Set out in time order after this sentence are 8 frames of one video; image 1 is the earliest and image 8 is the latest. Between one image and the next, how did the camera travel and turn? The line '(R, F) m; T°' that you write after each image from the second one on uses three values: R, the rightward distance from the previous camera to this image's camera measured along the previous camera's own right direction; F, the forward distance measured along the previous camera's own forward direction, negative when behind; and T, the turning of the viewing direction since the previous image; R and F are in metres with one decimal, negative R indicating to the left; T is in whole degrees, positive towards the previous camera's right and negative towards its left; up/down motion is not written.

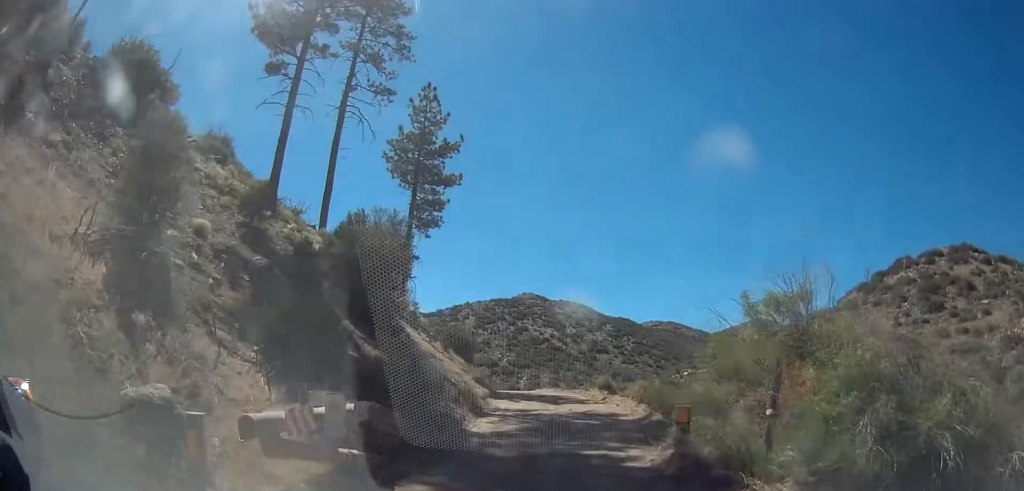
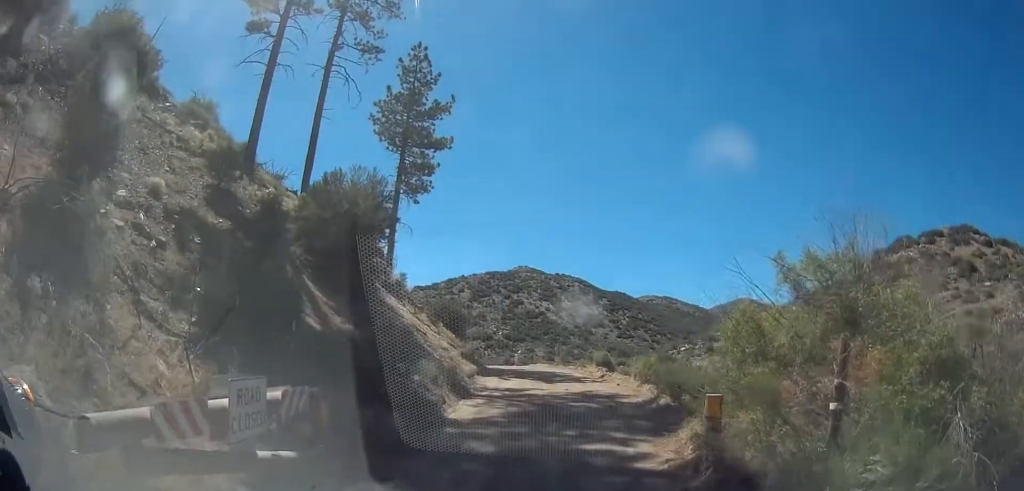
(0.0, +2.3) m; -1°
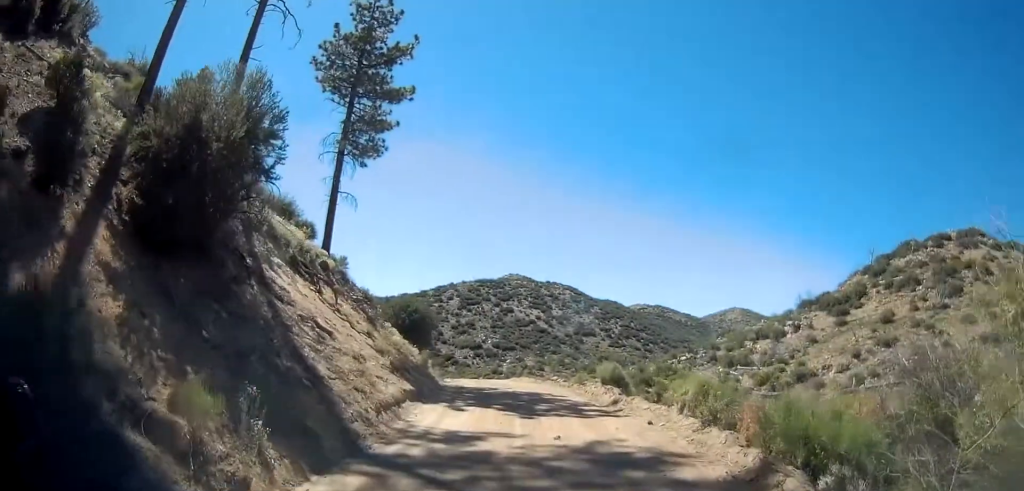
(+0.5, +9.1) m; +4°
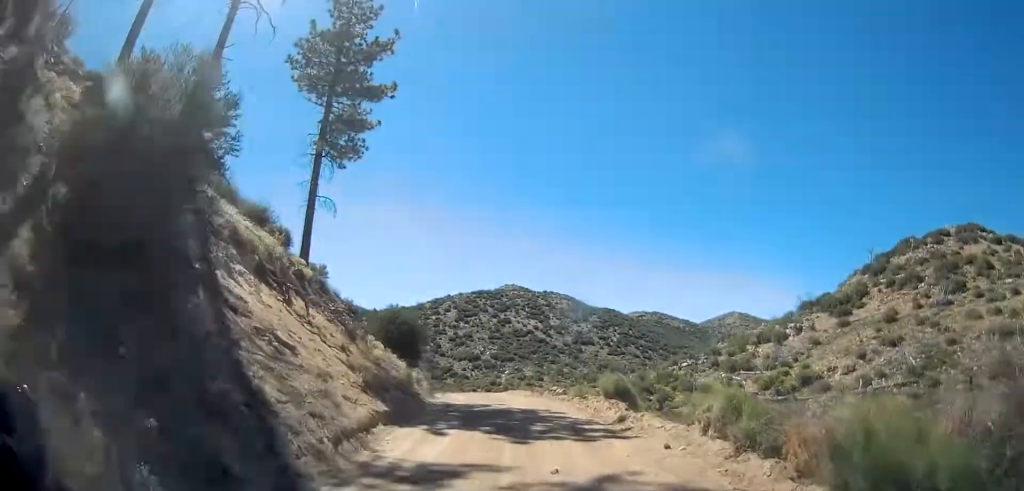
(0.0, +2.0) m; -1°
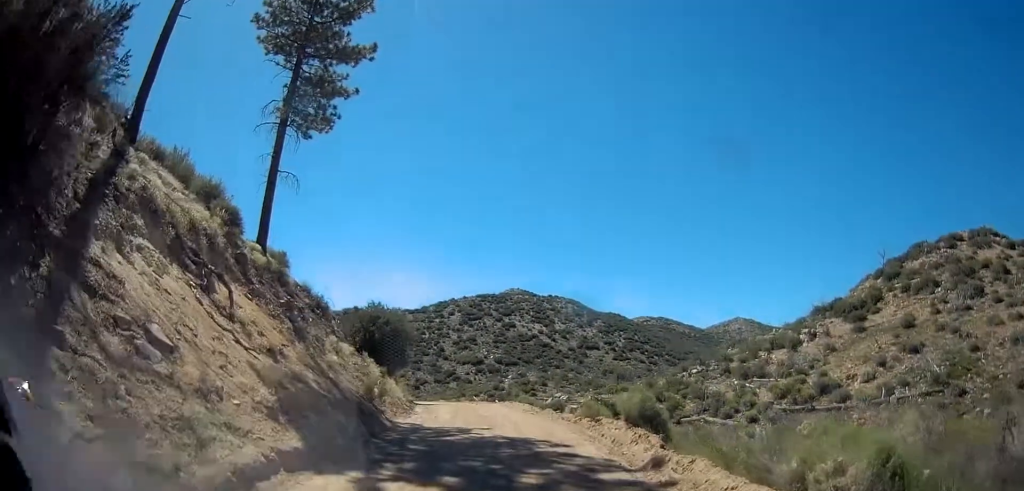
(-0.3, +4.5) m; -3°
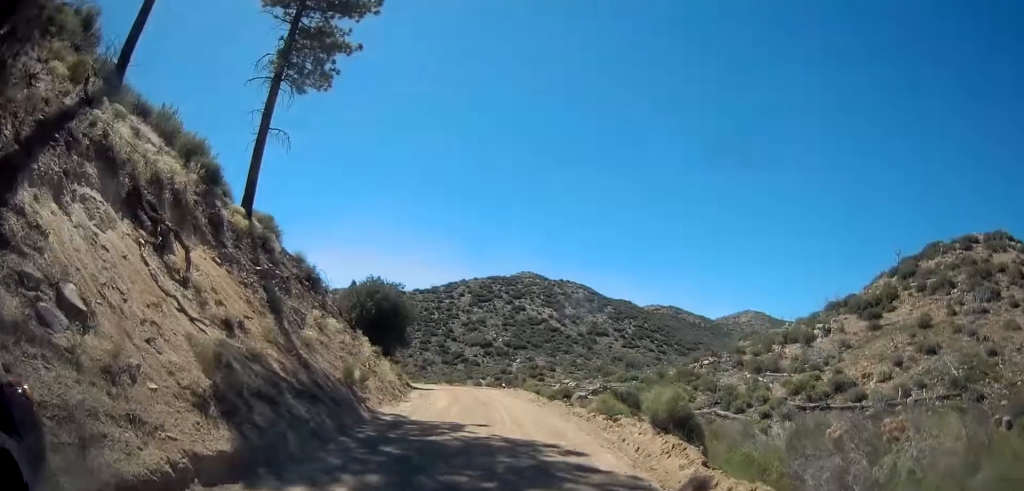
(+0.1, +2.2) m; -1°
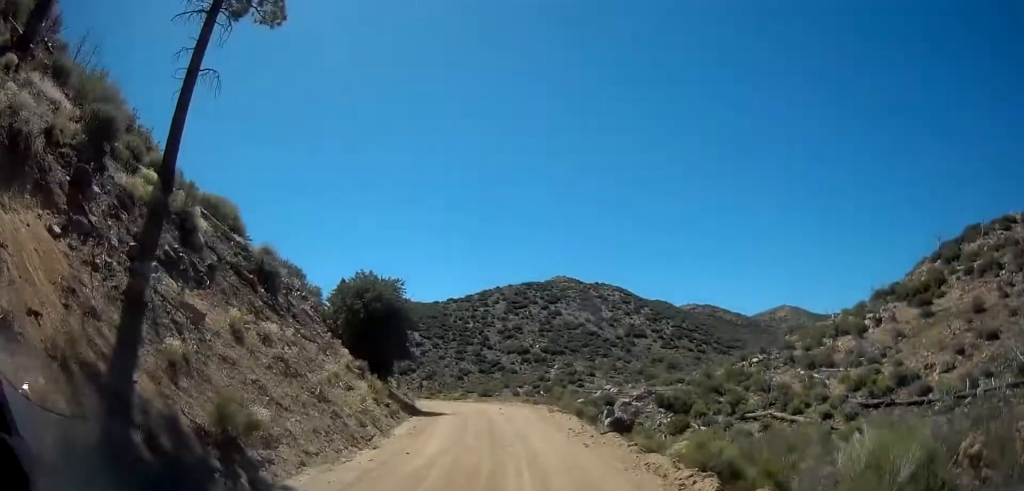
(-0.2, +6.4) m; -1°
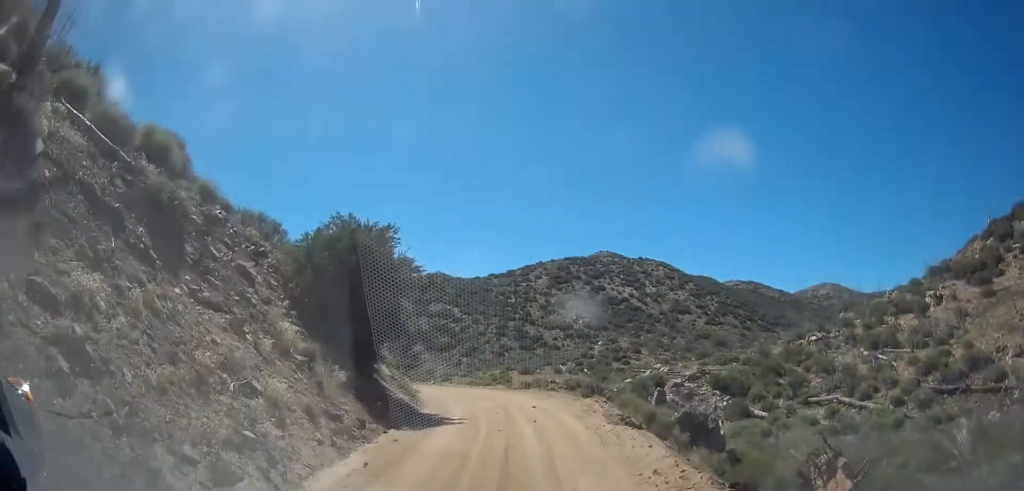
(0.0, +7.0) m; -7°
